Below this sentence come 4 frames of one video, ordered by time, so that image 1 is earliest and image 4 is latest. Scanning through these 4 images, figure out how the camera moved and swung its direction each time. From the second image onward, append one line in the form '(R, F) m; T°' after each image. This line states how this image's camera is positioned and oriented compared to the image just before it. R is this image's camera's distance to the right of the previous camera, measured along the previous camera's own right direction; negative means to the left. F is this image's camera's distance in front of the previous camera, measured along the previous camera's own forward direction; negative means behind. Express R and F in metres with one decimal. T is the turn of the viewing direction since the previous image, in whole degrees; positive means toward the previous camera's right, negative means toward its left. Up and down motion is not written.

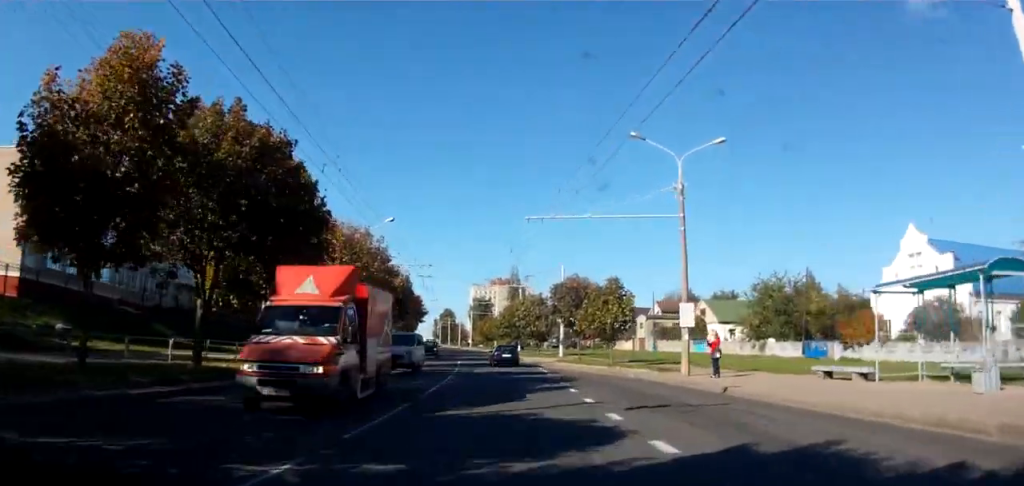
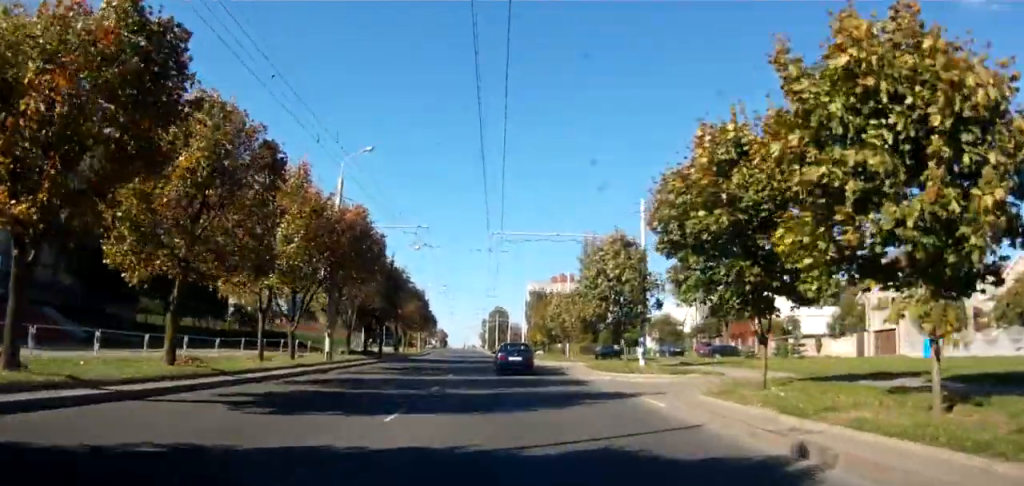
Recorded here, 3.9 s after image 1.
(-3.9, +54.1) m; -8°
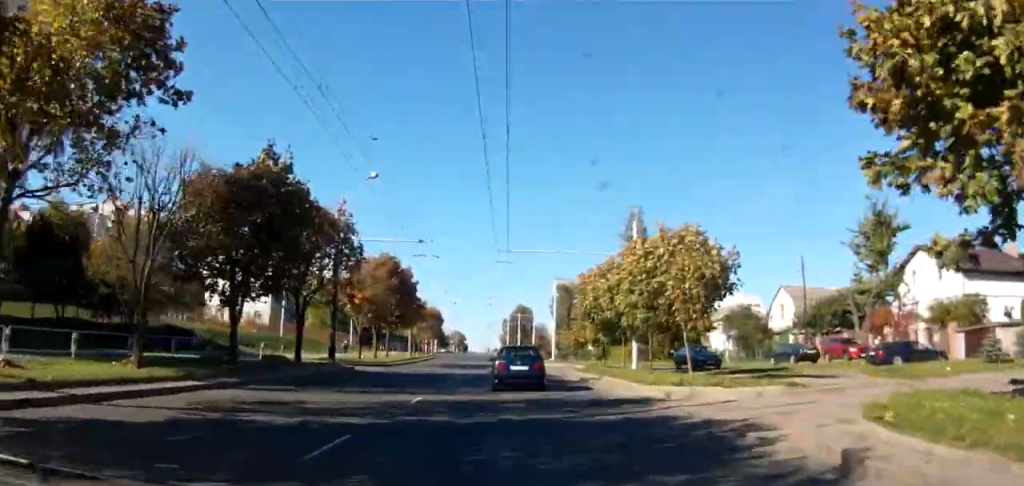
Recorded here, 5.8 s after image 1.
(-0.8, +25.9) m; -1°
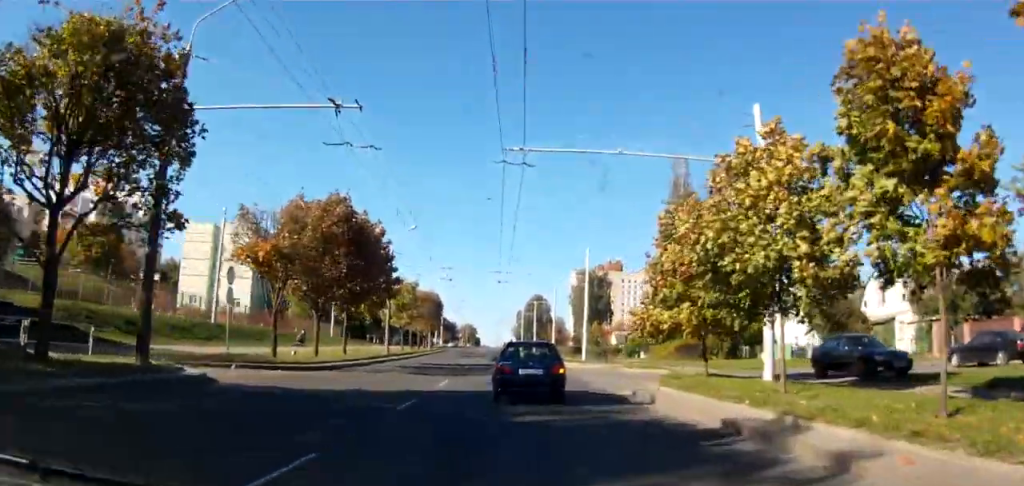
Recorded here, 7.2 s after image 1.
(+0.1, +18.1) m; +1°
